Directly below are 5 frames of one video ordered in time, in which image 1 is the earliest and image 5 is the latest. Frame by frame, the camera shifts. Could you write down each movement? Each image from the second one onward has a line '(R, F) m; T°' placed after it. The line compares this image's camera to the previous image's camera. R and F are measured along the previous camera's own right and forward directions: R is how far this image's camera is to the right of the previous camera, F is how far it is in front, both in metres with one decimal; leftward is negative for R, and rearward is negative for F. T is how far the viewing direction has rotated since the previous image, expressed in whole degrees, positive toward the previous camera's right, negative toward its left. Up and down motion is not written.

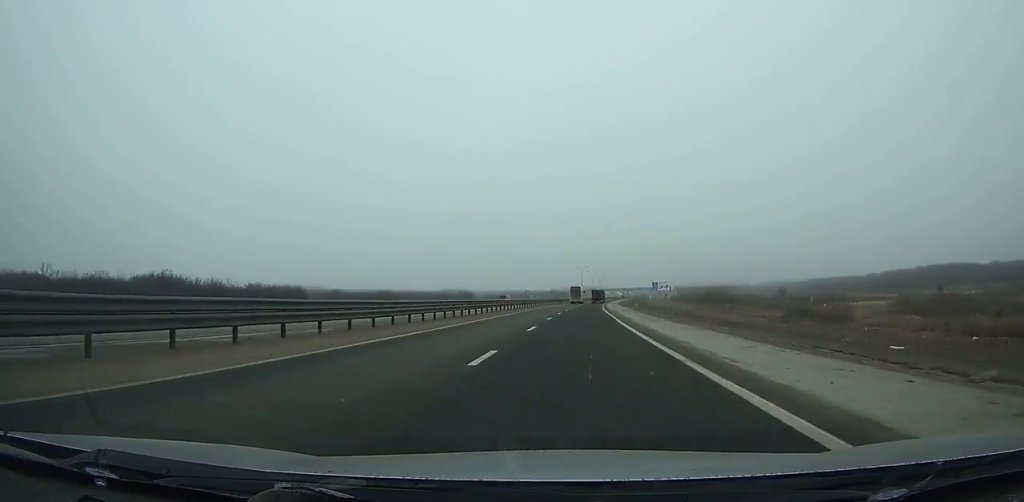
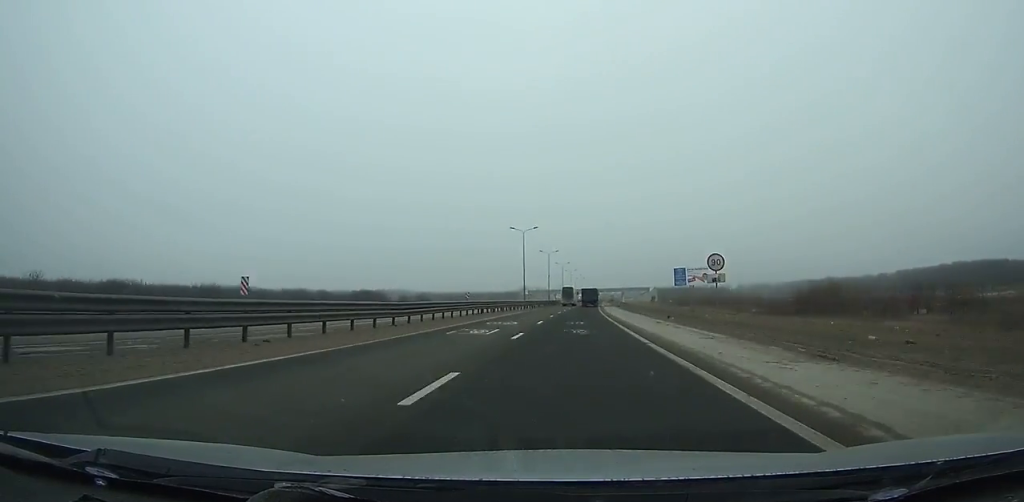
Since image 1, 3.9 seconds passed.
(+3.6, +110.1) m; +3°
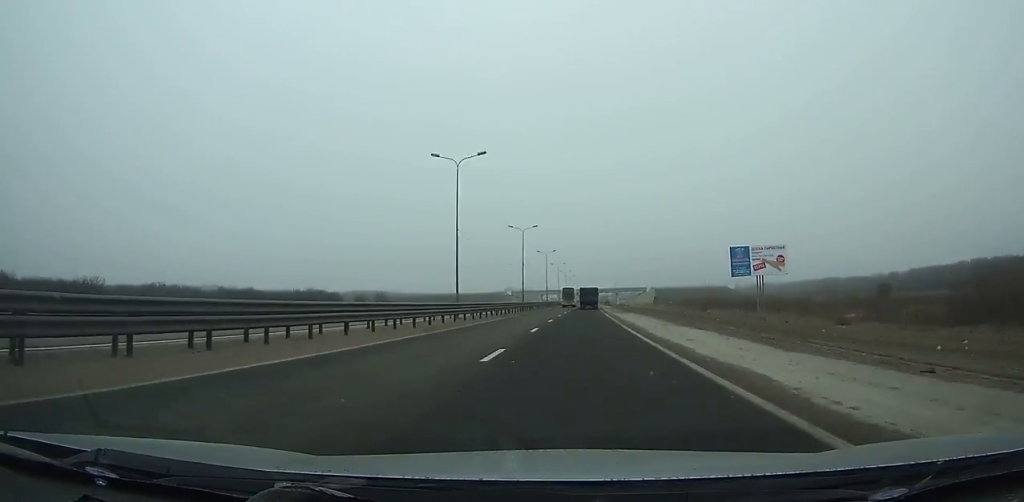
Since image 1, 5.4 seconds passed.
(+0.2, +41.8) m; +1°
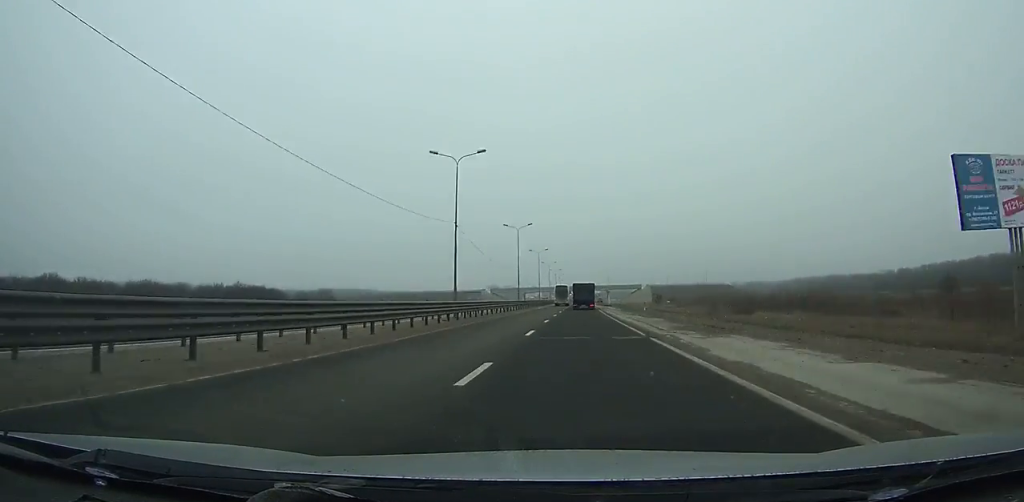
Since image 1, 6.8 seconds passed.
(+0.6, +37.9) m; 0°
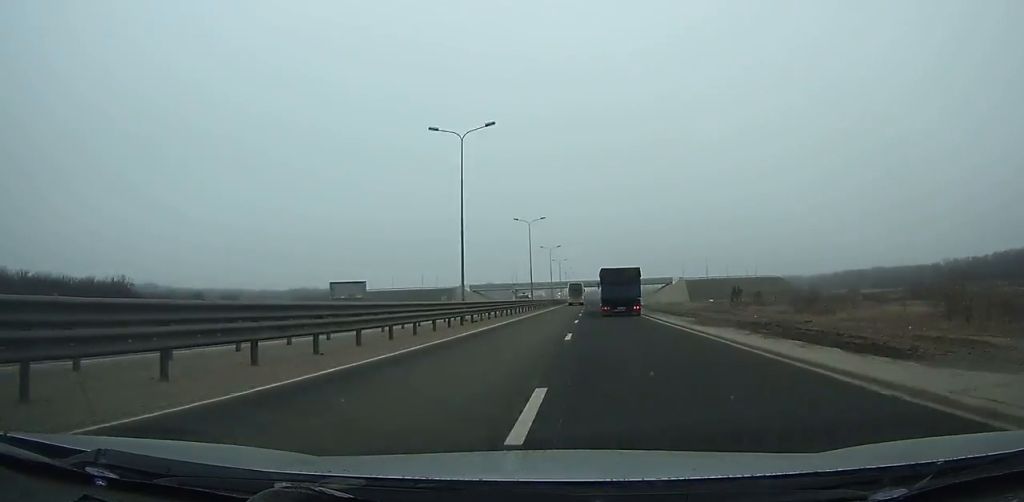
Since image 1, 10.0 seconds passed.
(+0.7, +85.3) m; +1°
